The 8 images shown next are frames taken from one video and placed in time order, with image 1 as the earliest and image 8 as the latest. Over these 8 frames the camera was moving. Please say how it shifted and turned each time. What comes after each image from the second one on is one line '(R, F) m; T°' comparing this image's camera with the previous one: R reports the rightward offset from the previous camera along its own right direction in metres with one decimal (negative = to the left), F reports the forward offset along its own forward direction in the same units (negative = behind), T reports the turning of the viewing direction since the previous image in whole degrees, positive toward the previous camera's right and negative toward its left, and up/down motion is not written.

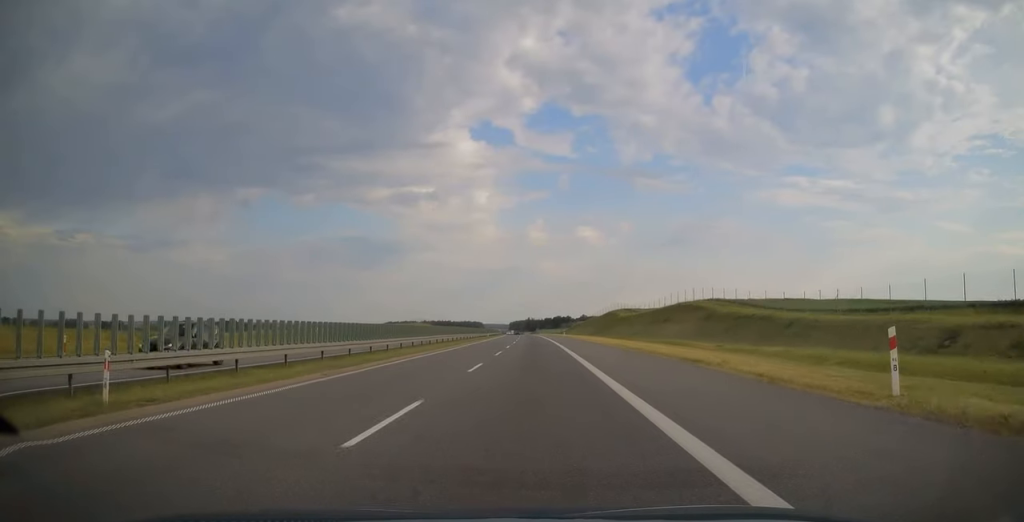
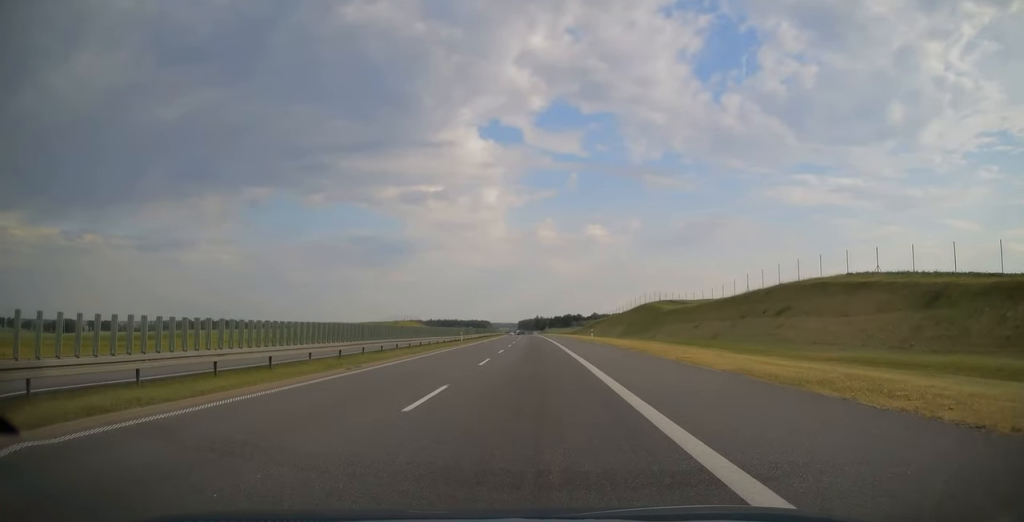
(-0.4, +45.6) m; -1°
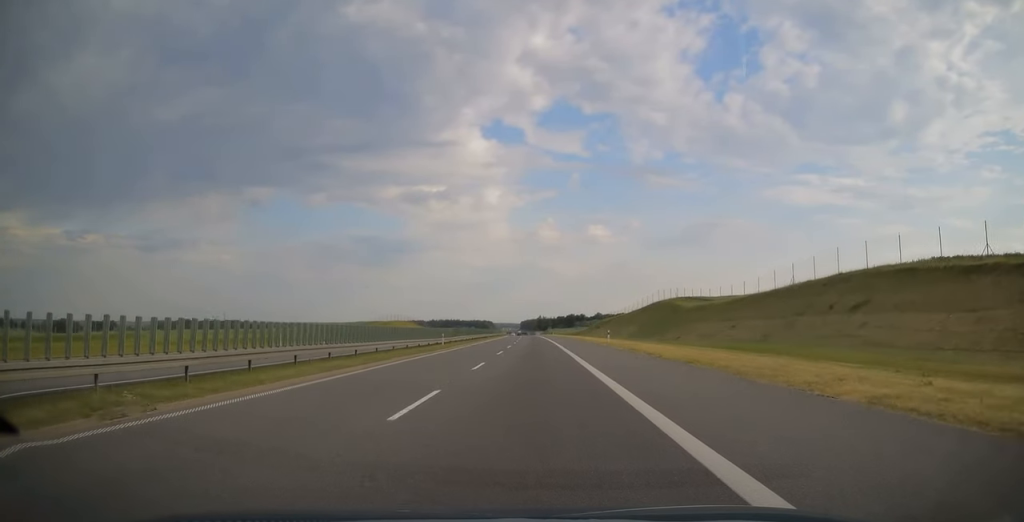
(-0.1, +13.7) m; 0°
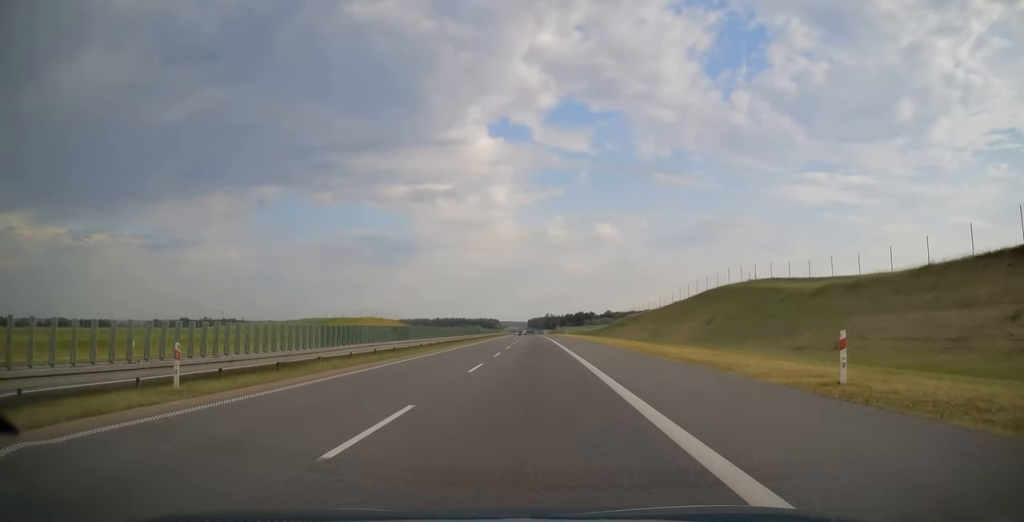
(-0.2, +39.0) m; -1°
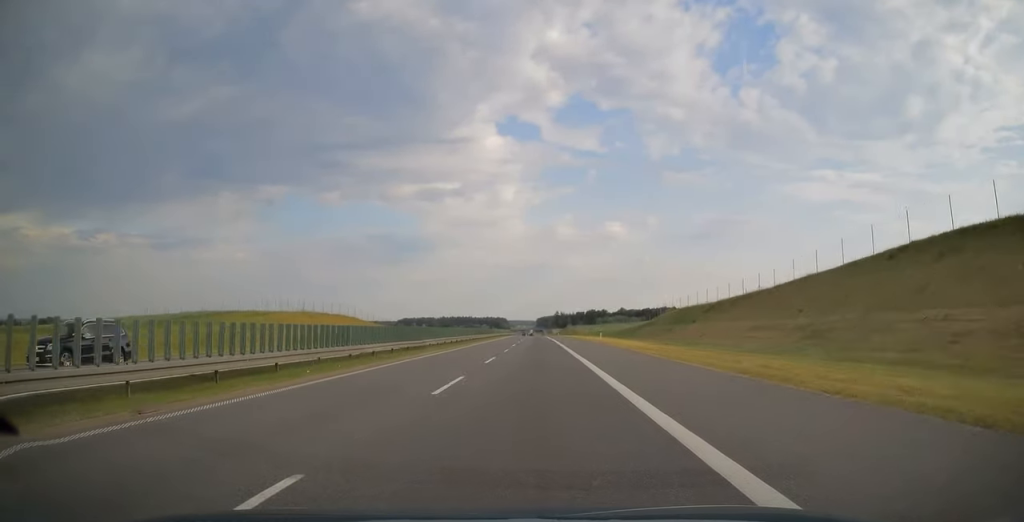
(-0.5, +53.2) m; -1°
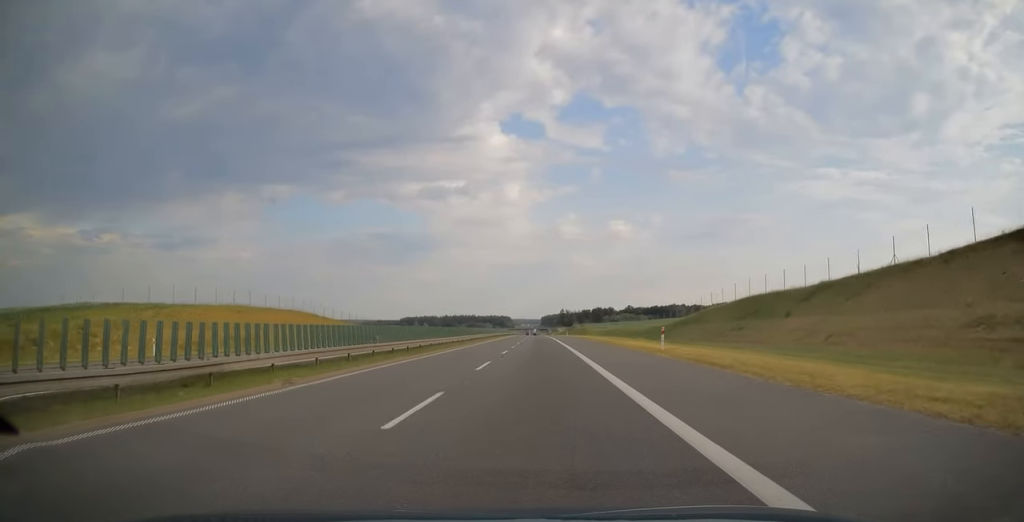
(-0.1, +28.5) m; 0°
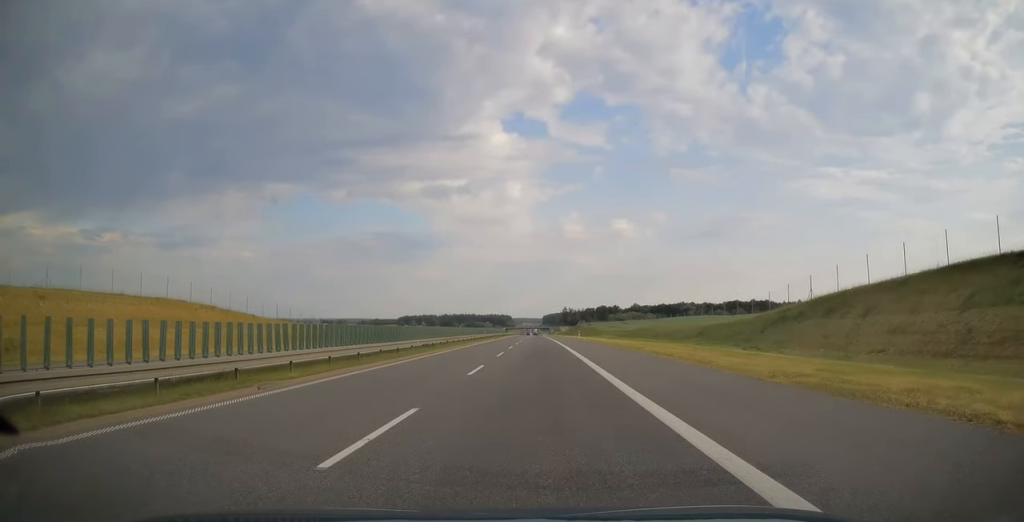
(-0.1, +38.4) m; 0°
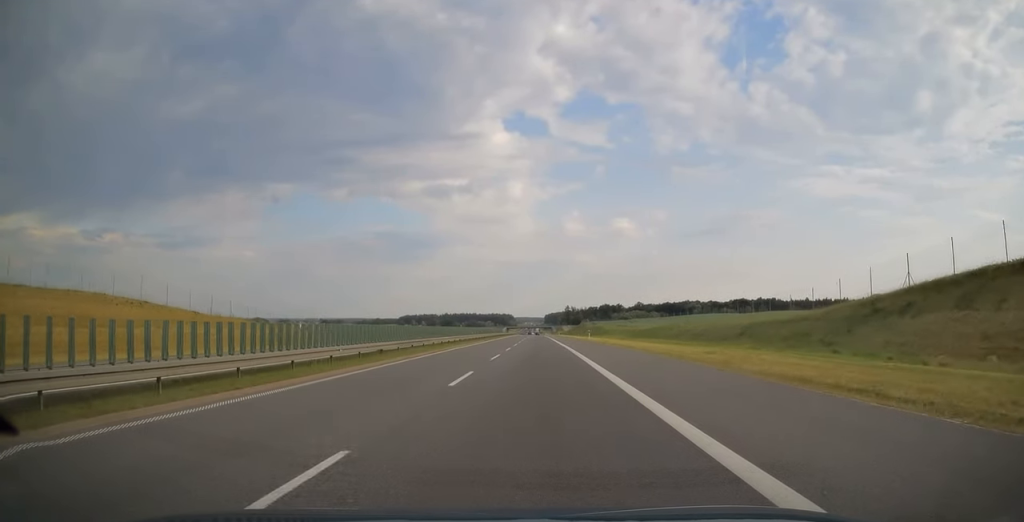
(-0.1, +15.9) m; 0°
